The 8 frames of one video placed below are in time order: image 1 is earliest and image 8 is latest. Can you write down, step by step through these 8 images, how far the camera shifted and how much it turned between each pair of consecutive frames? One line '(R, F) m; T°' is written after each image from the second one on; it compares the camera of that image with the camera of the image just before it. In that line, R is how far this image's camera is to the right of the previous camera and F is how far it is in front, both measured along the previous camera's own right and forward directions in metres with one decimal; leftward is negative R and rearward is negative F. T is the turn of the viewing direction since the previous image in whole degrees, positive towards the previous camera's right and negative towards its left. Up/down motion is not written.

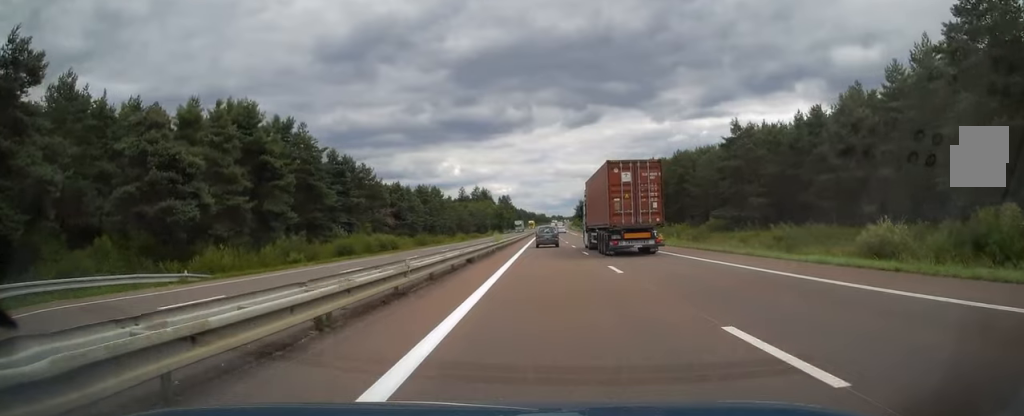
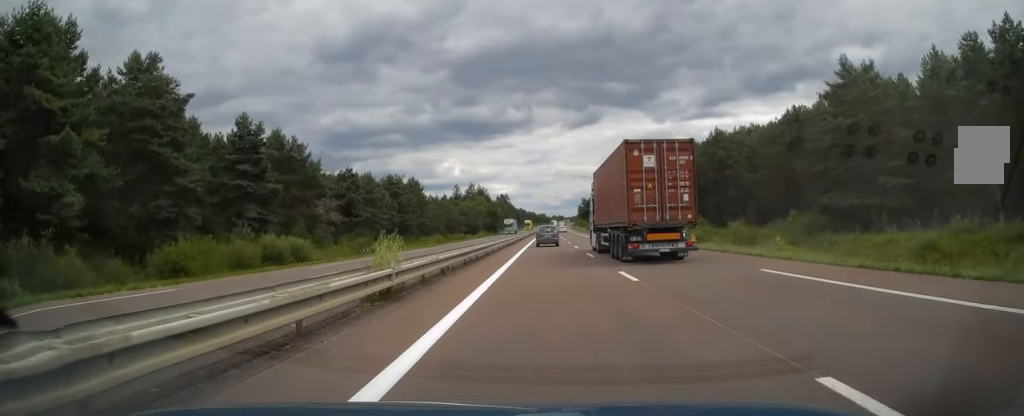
(+0.2, +29.0) m; 0°
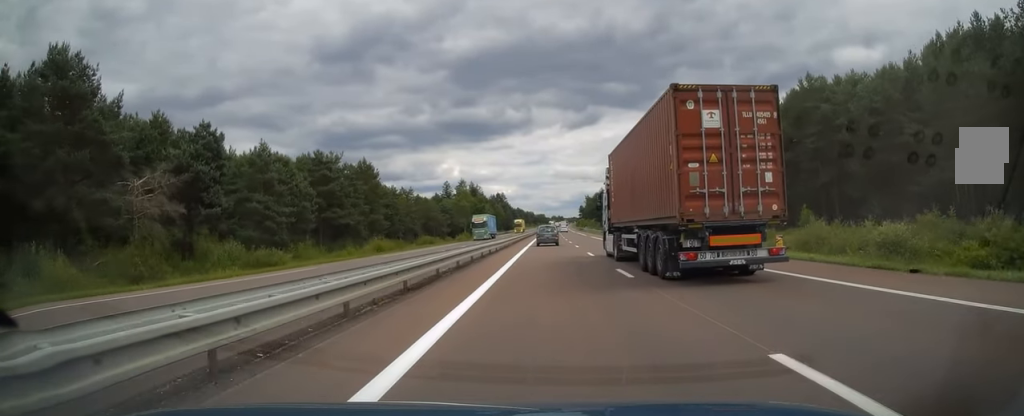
(-0.1, +38.1) m; 0°
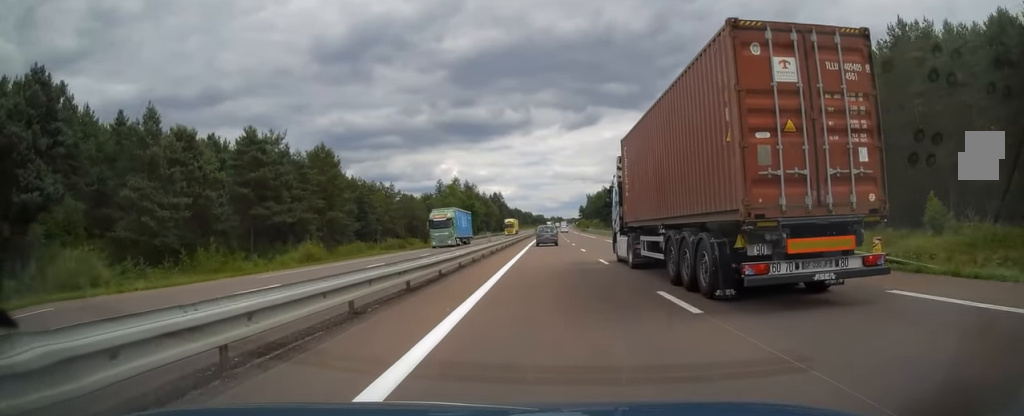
(0.0, +19.8) m; 0°
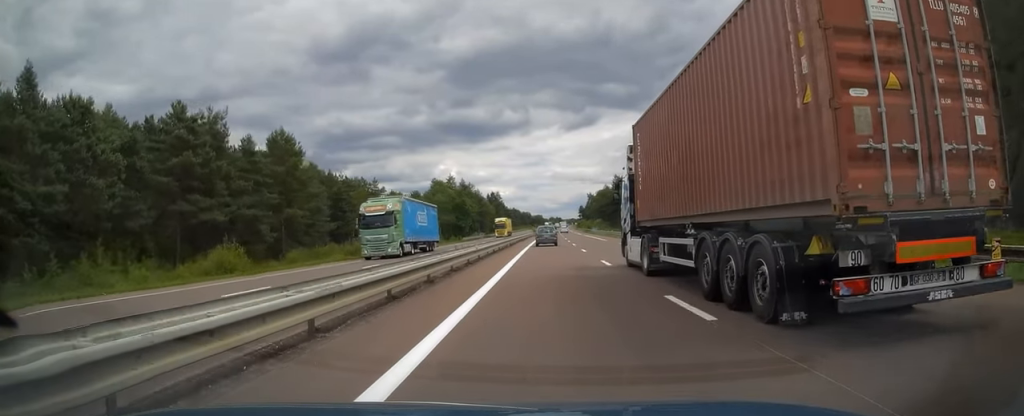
(-0.1, +13.7) m; 0°
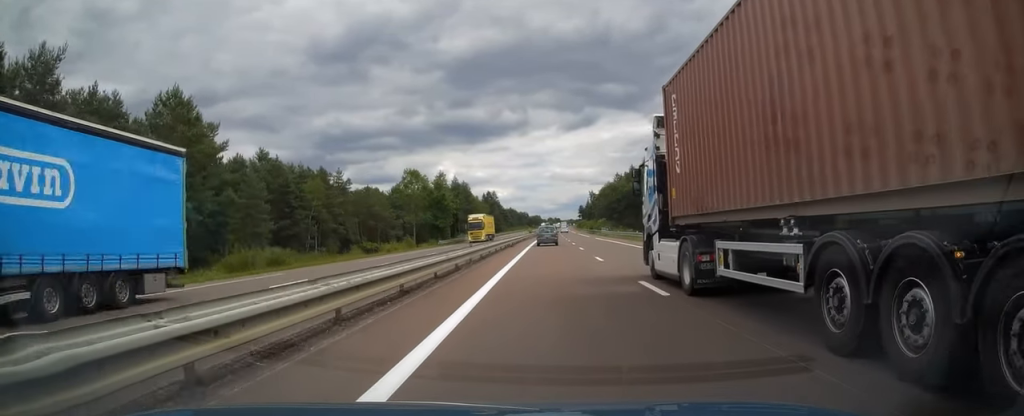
(+0.2, +22.9) m; +1°
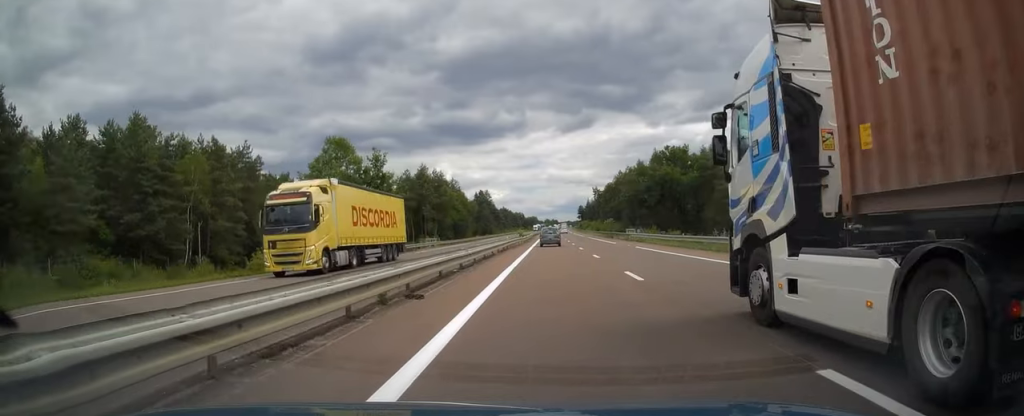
(+0.2, +35.6) m; 0°
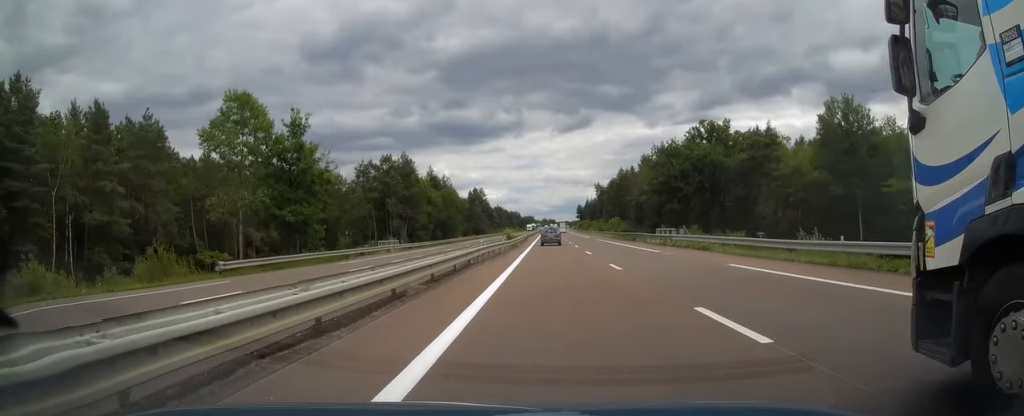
(0.0, +21.3) m; 0°
